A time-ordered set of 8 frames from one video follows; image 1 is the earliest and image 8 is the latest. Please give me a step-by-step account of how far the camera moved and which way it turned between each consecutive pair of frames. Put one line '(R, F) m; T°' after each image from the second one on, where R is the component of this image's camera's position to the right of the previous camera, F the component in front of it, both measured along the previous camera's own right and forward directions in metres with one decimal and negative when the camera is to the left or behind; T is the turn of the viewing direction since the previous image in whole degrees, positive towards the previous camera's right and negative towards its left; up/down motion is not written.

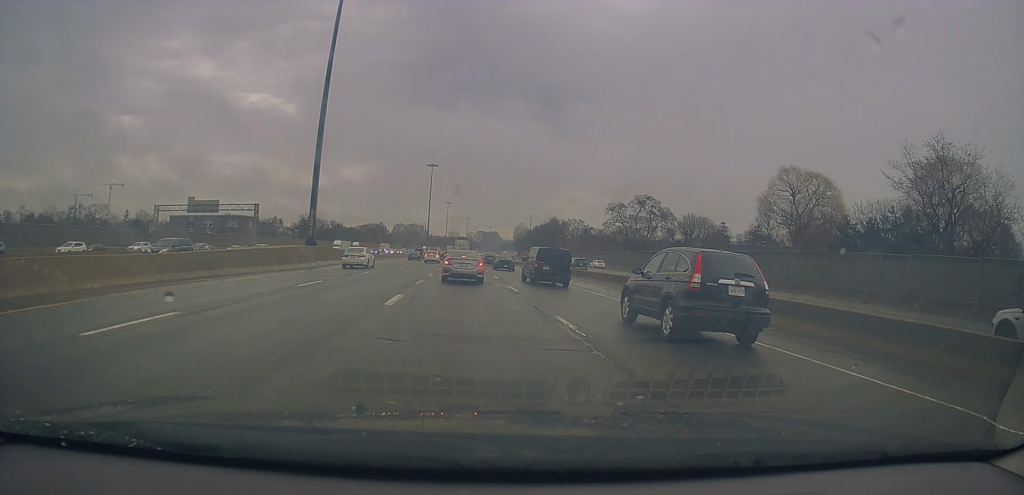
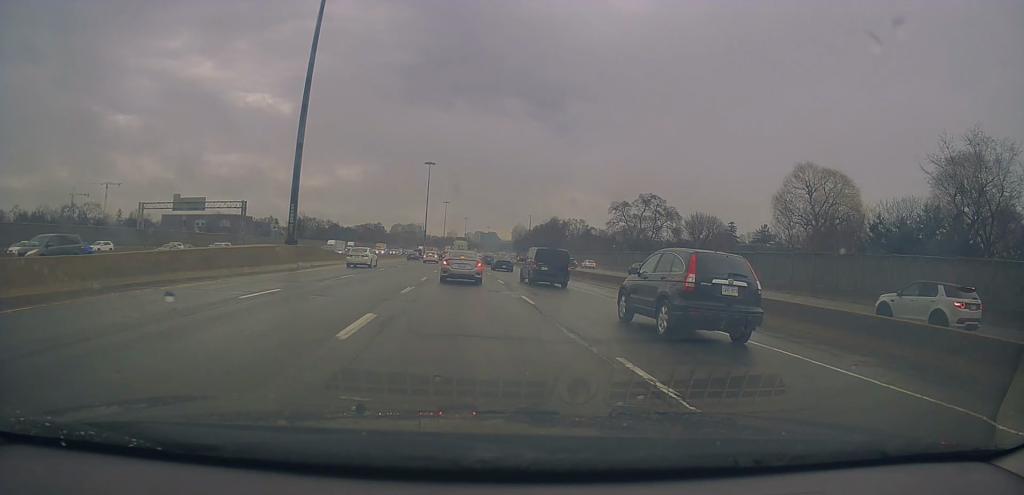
(0.0, +5.2) m; +1°
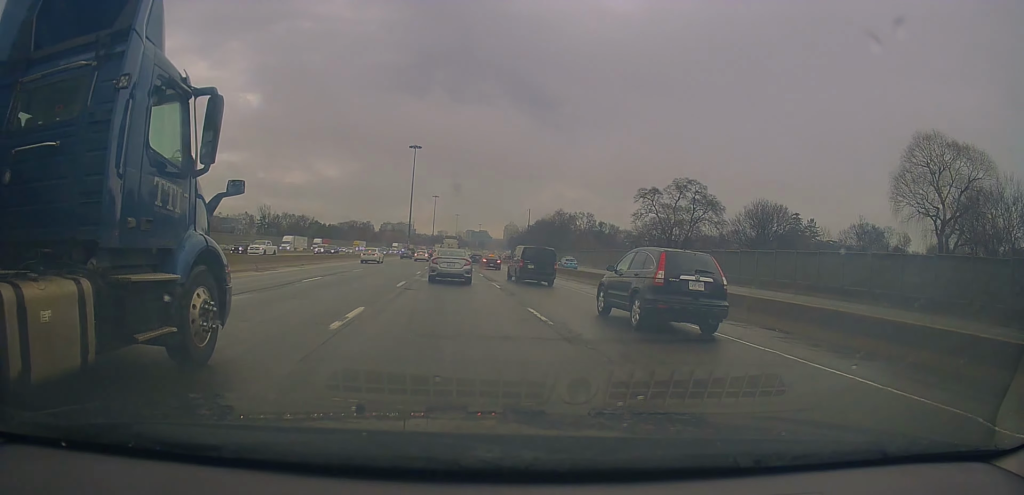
(+0.8, +28.0) m; -1°
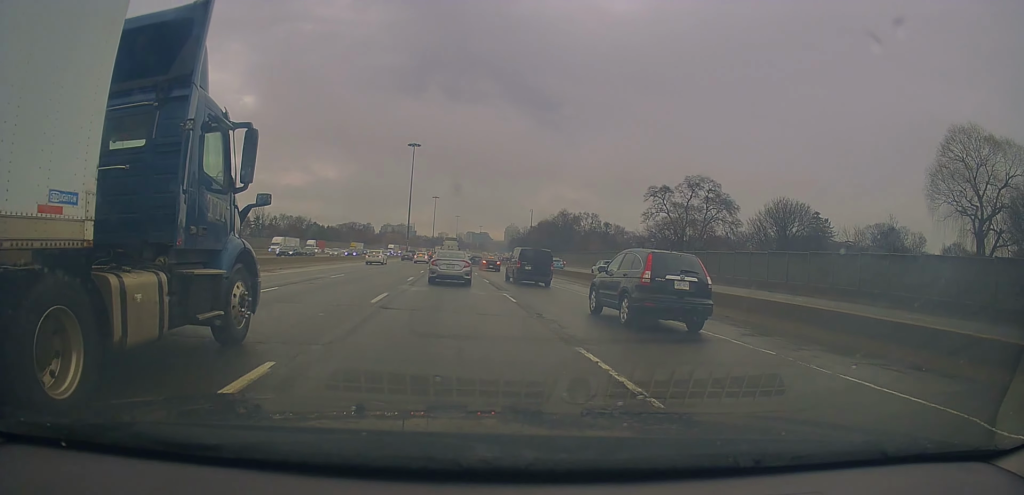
(-0.1, +6.2) m; 0°
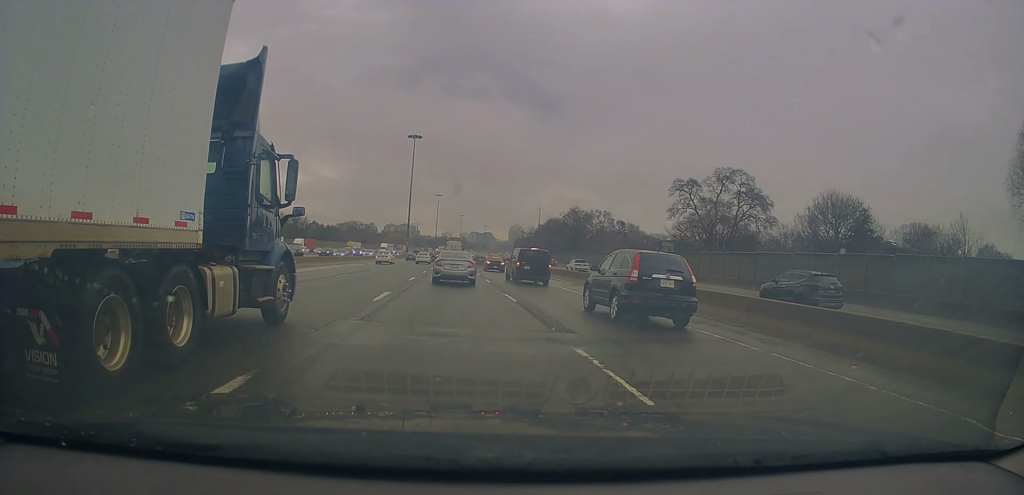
(+0.3, +11.1) m; +1°
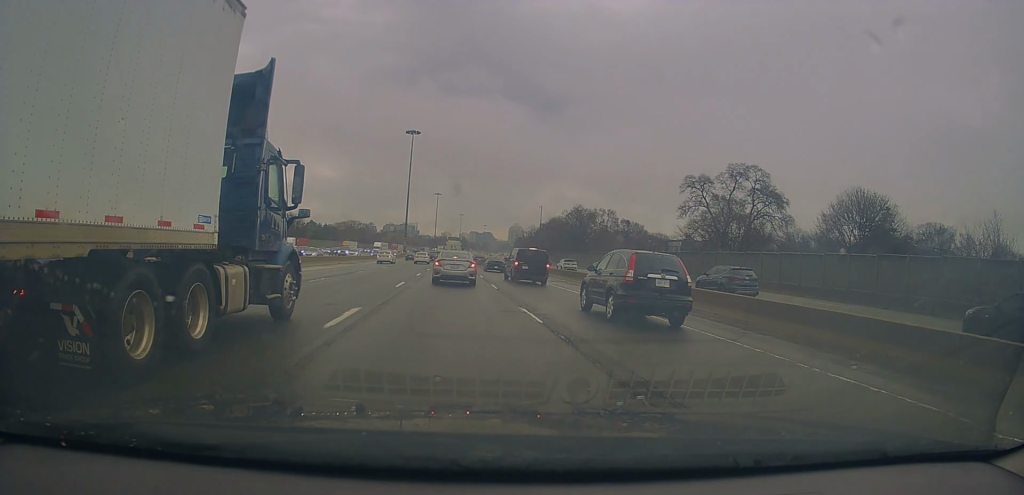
(+0.2, +5.1) m; 0°
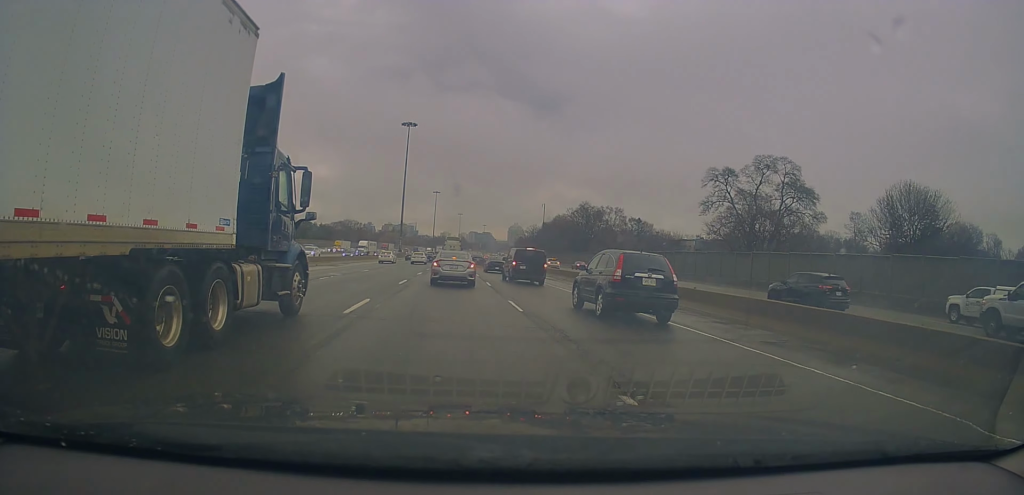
(-0.5, +9.3) m; 0°
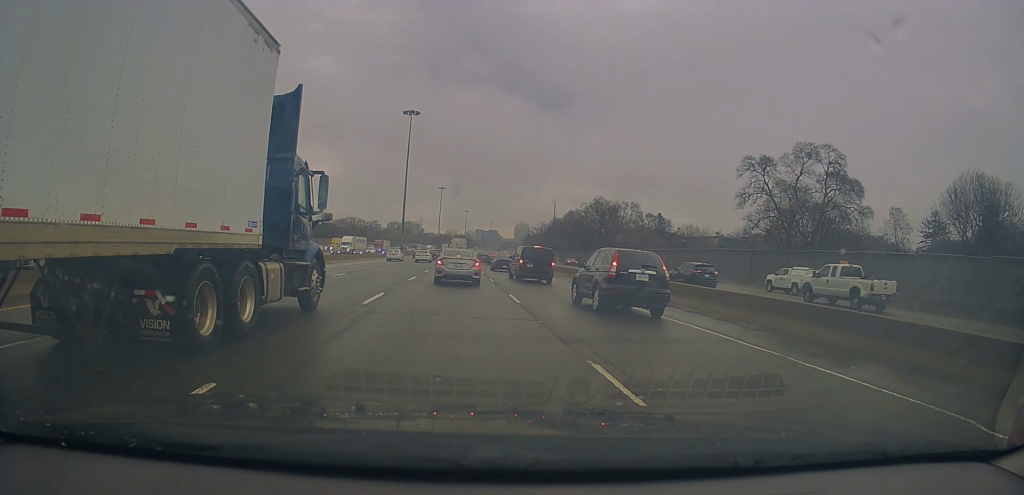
(+0.5, +9.8) m; +1°
